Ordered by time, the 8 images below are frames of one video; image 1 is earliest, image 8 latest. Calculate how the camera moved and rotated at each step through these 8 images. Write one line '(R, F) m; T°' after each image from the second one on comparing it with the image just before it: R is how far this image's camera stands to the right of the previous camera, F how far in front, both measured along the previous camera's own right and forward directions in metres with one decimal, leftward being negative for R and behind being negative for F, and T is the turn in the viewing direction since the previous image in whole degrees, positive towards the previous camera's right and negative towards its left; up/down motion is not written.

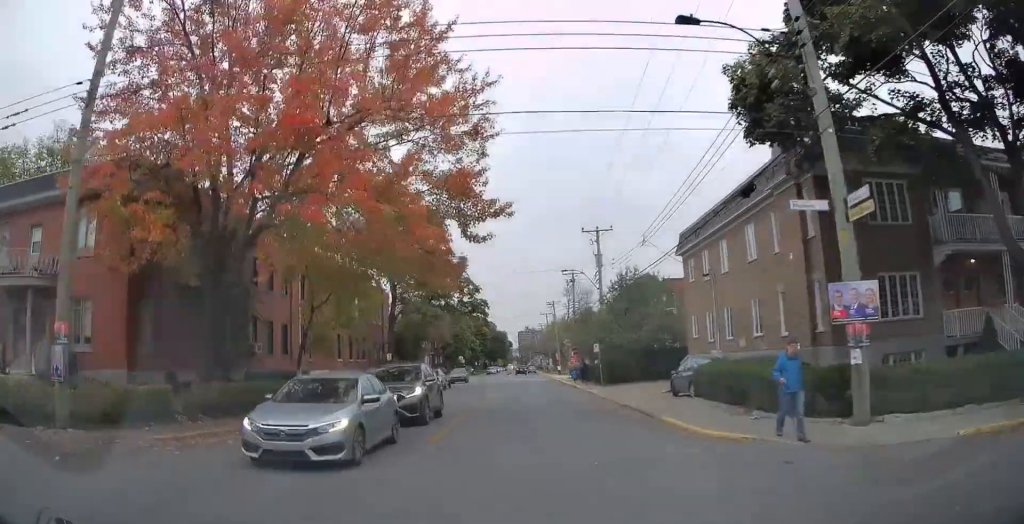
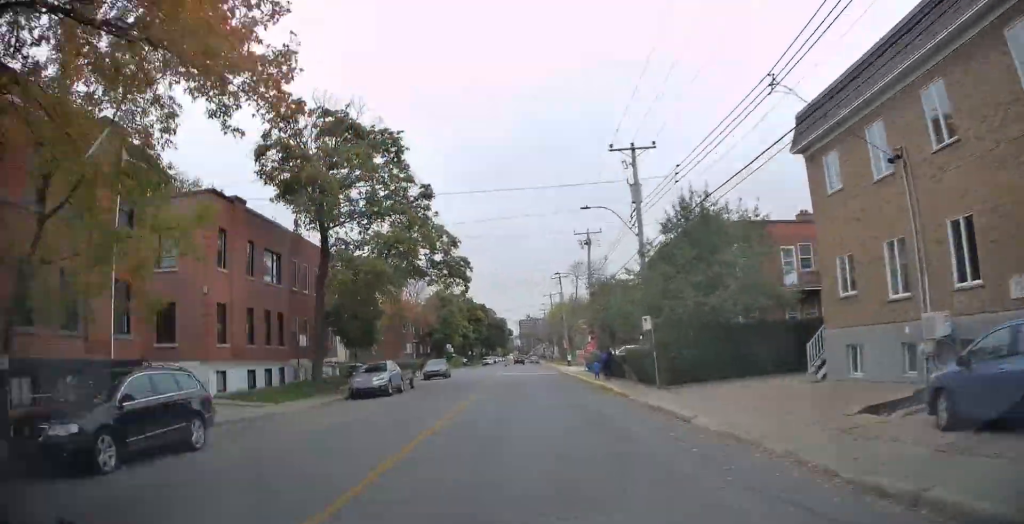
(0.0, +13.6) m; -1°
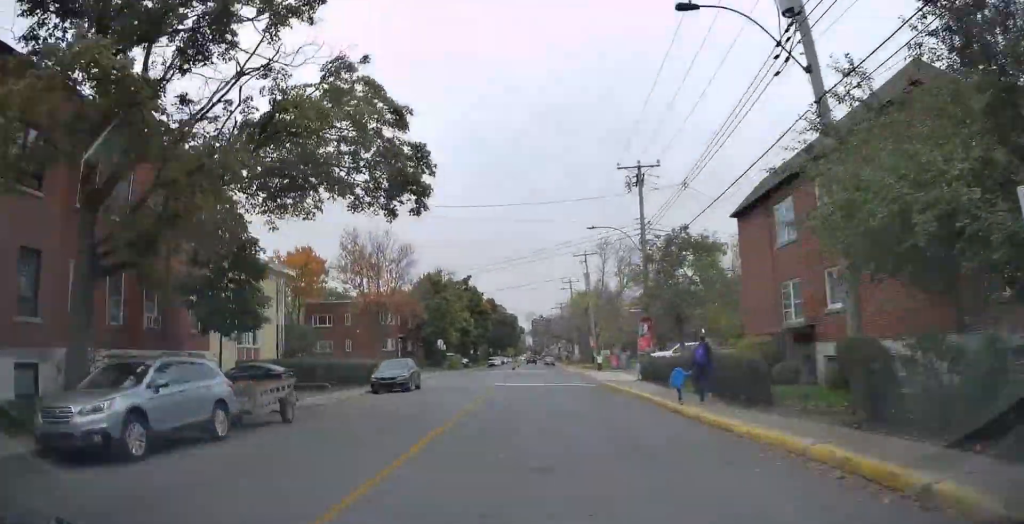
(0.0, +15.0) m; -1°
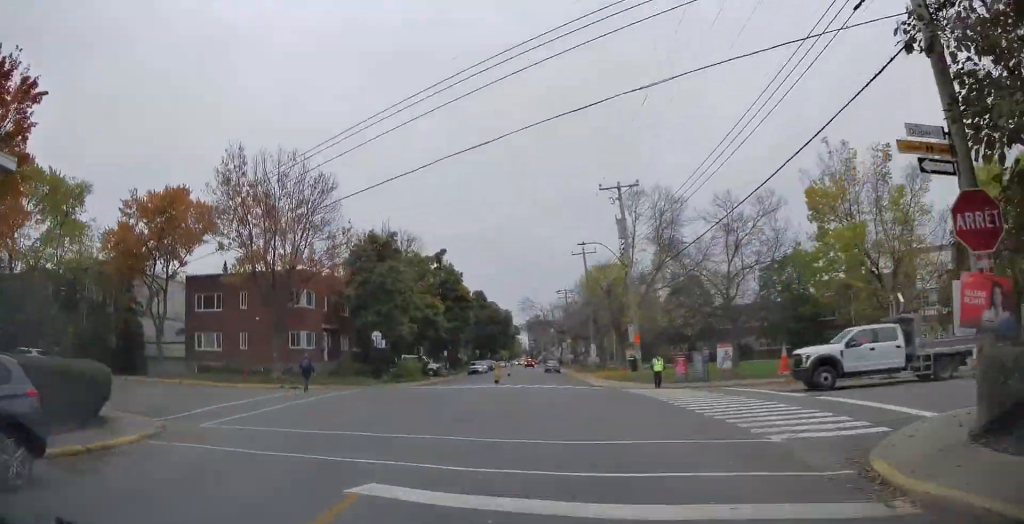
(-0.6, +19.4) m; -3°
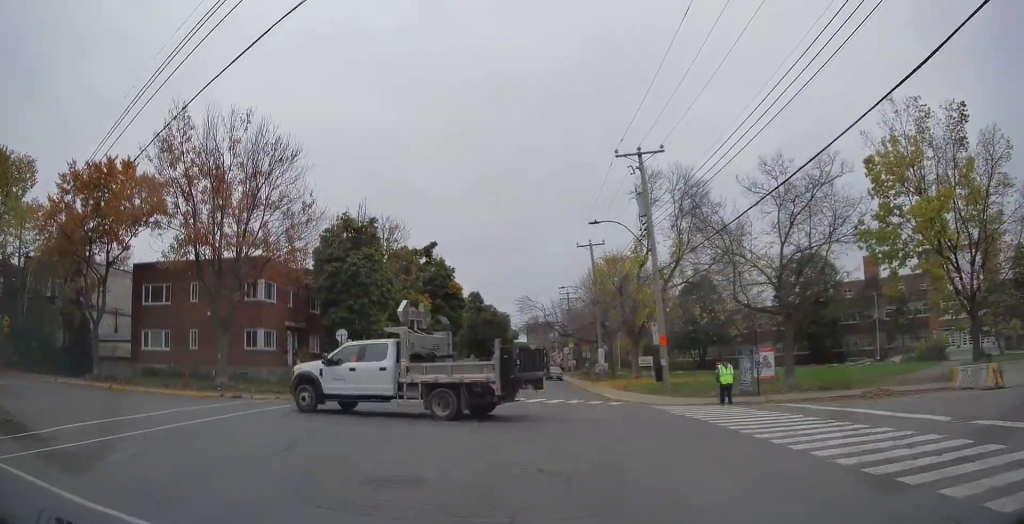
(-0.2, +19.3) m; +4°
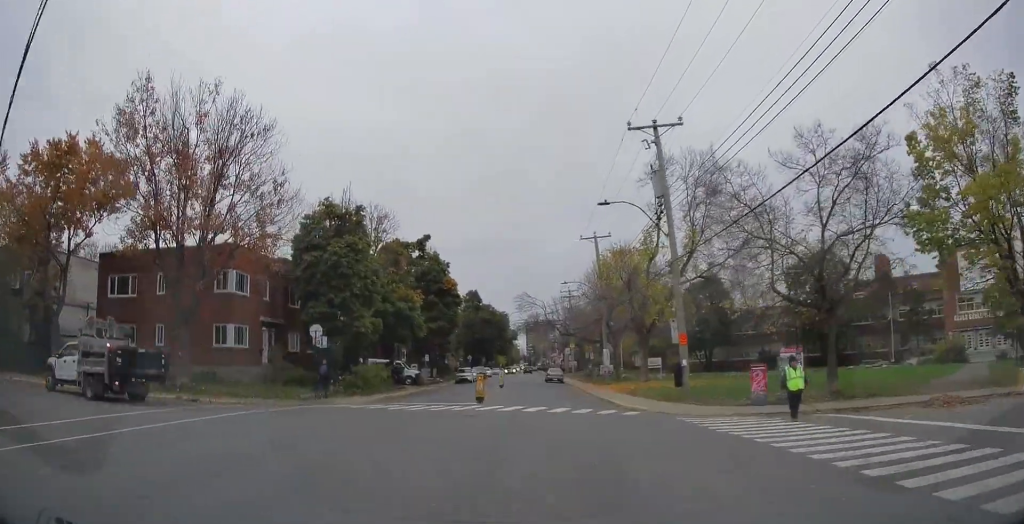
(+0.7, +9.8) m; +3°
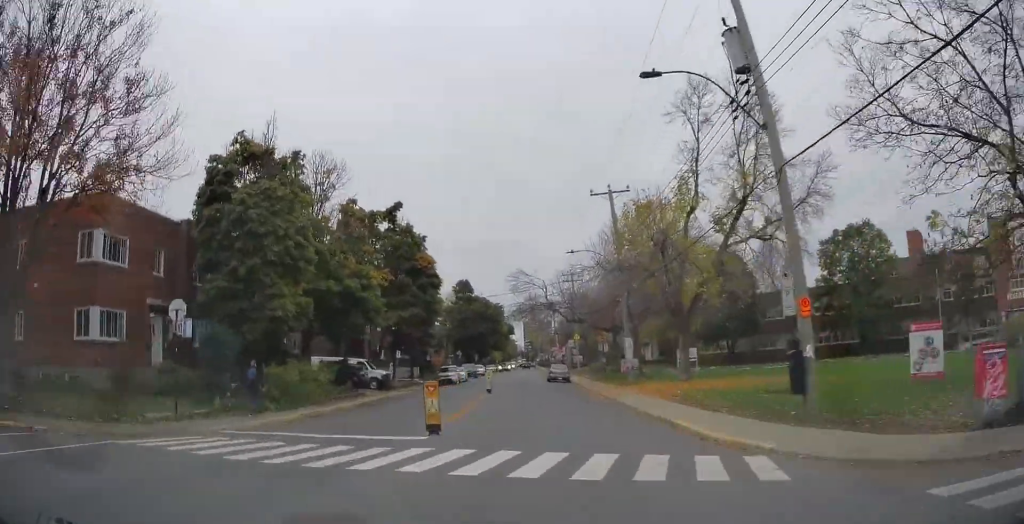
(+0.1, +12.2) m; 0°
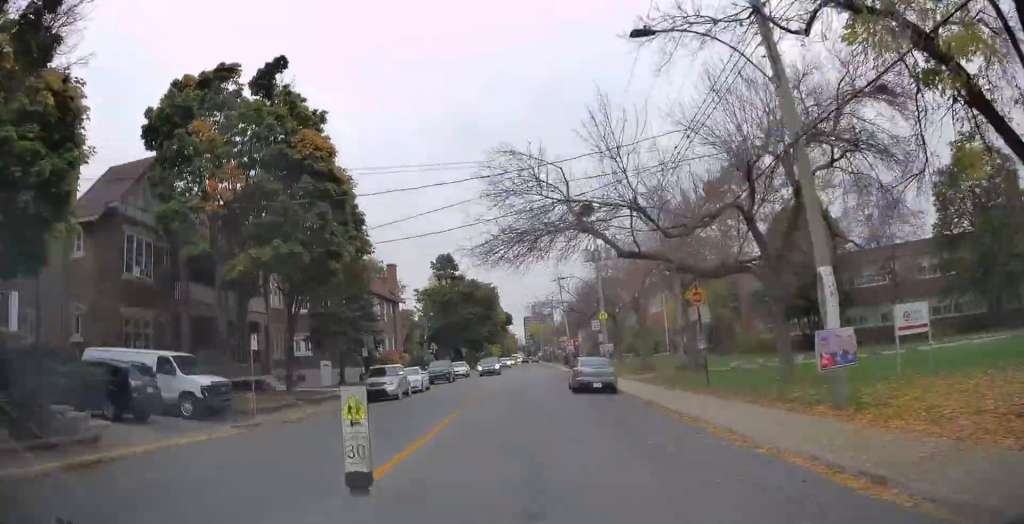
(-0.2, +19.5) m; -2°
